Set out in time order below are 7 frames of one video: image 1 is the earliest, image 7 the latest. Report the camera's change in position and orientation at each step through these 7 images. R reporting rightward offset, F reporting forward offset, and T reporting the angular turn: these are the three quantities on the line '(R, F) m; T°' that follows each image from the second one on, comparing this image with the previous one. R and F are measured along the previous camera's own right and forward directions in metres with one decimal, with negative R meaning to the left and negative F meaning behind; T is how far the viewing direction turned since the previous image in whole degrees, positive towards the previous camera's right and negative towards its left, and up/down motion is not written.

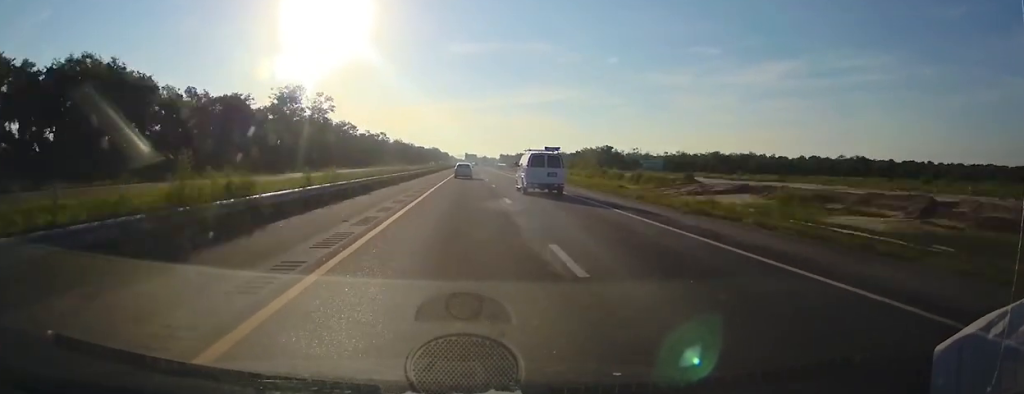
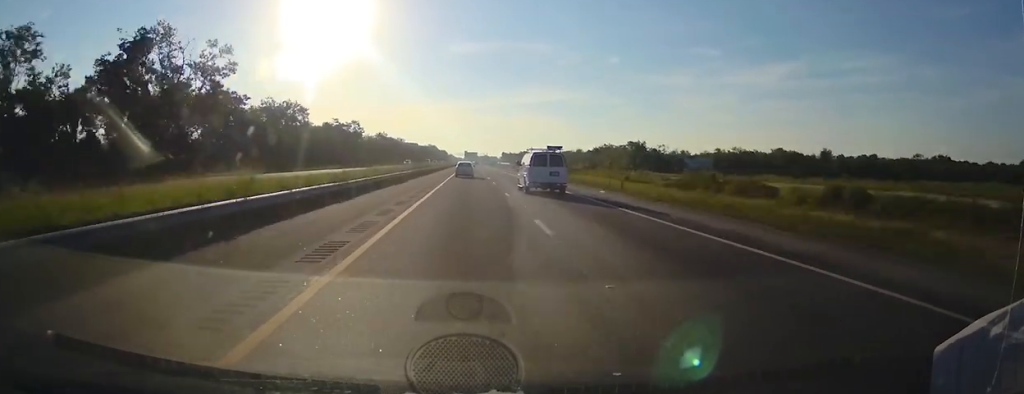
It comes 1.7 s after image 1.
(+0.2, +52.1) m; 0°
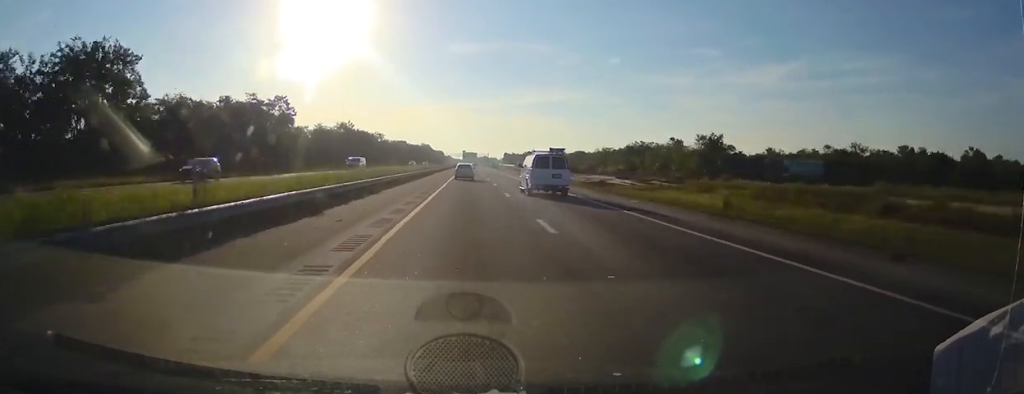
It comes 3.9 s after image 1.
(+0.2, +64.0) m; 0°
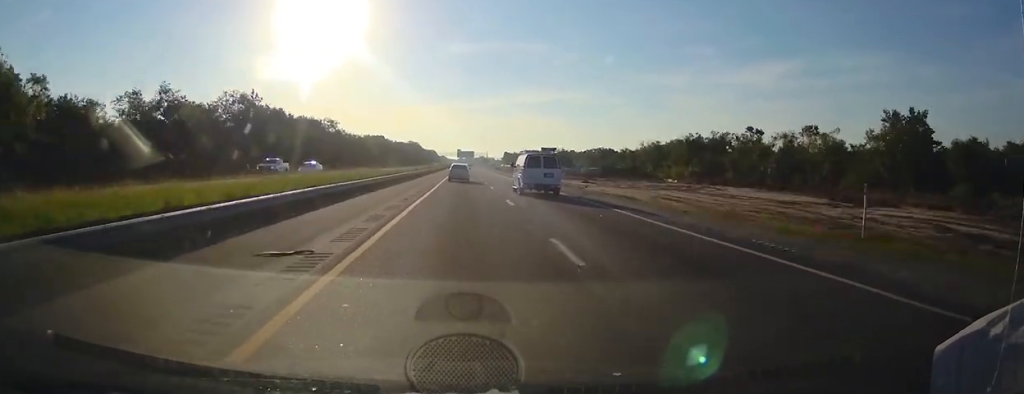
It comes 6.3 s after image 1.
(0.0, +71.9) m; 0°
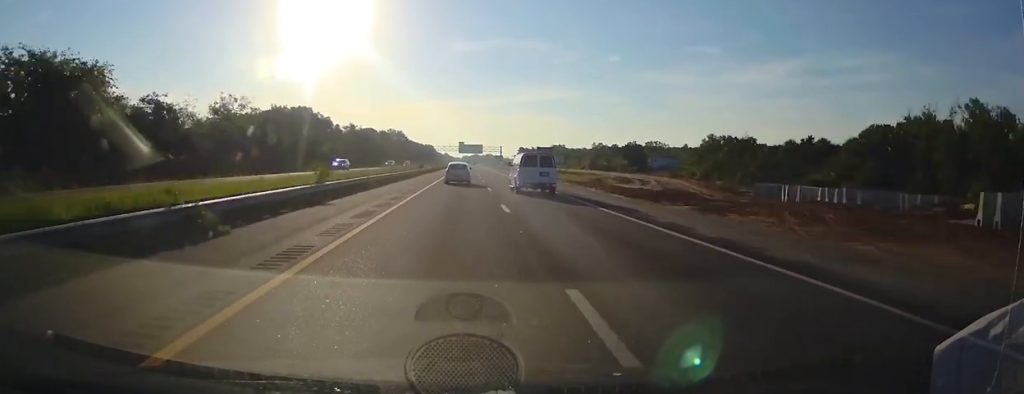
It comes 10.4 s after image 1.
(-0.3, +122.6) m; 0°
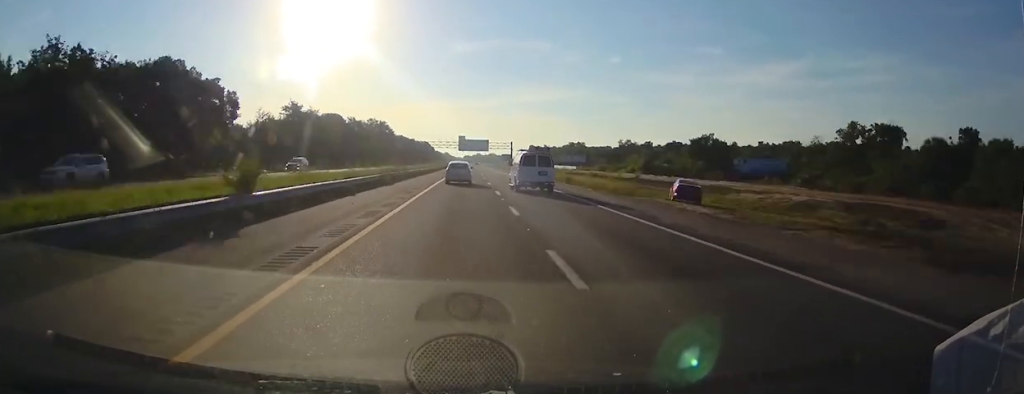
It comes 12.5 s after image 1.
(-0.2, +62.6) m; 0°
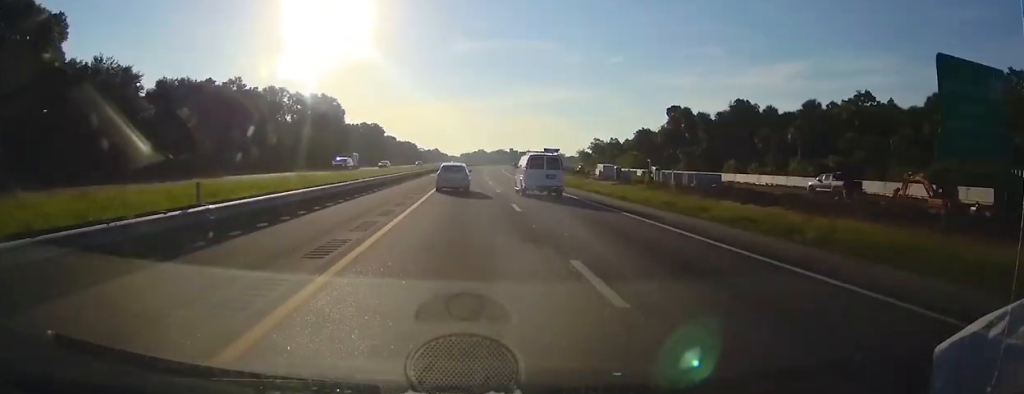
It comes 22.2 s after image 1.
(+0.9, +285.0) m; +1°
